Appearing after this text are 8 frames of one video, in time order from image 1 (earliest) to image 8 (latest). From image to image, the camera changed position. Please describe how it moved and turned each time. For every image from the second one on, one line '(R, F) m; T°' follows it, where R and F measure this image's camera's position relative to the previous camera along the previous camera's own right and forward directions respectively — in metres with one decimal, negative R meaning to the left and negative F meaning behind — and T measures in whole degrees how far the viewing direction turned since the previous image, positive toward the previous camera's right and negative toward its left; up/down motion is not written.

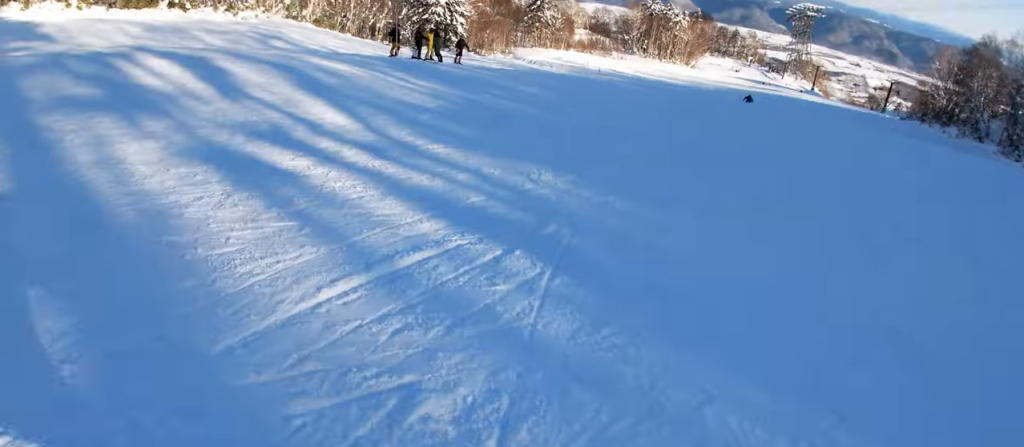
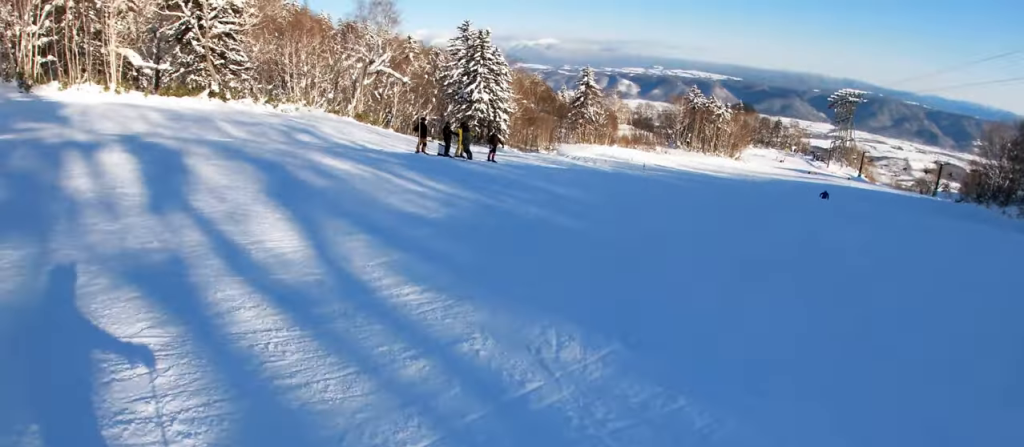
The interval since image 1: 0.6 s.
(+0.3, +3.3) m; -9°
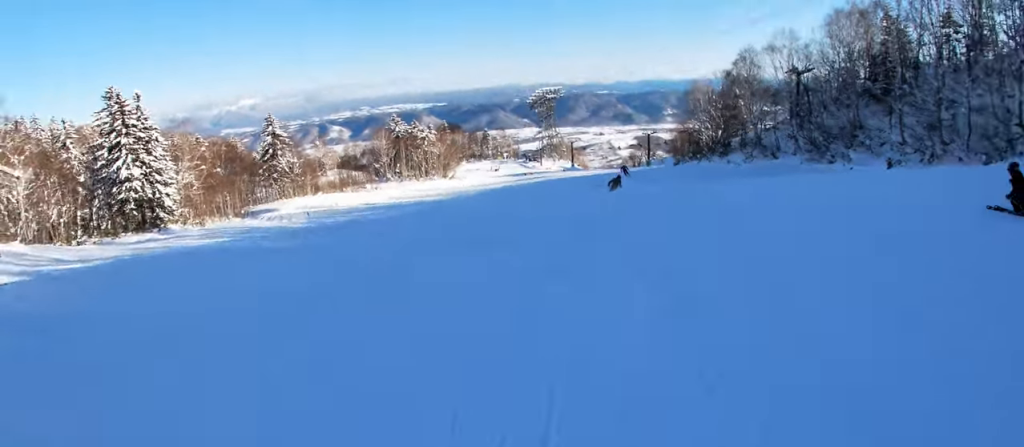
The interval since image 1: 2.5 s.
(+0.6, +11.6) m; +23°
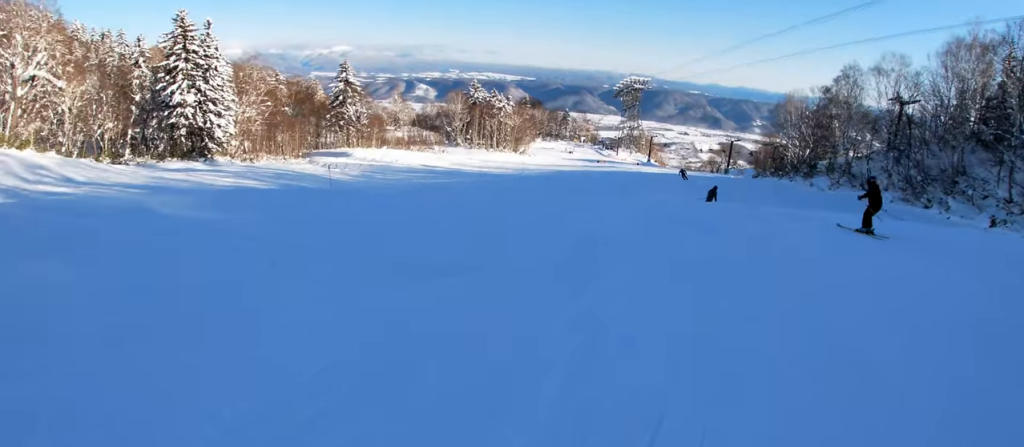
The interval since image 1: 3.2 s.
(+0.3, +4.6) m; -7°
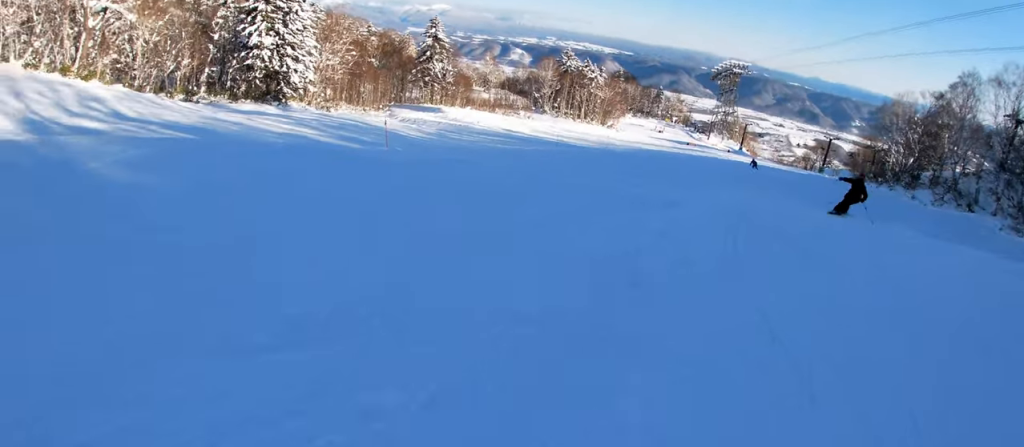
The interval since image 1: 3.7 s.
(+0.1, +3.1) m; -6°
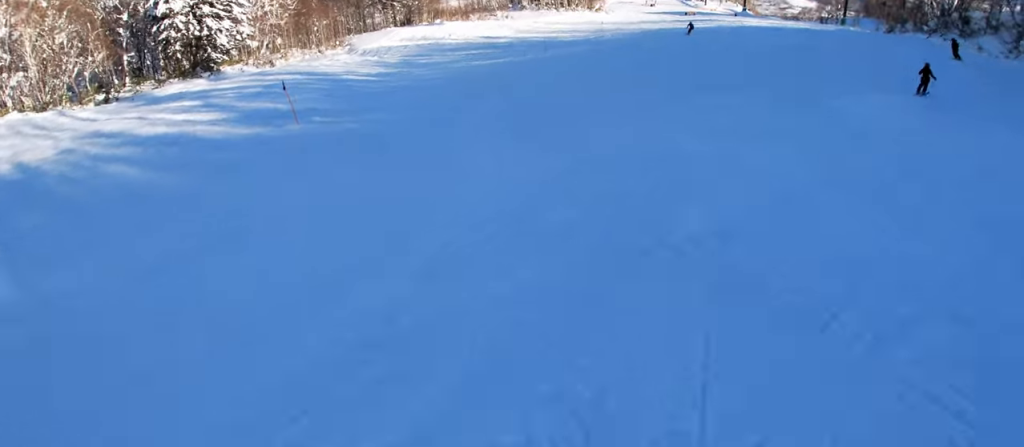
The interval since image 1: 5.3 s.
(-1.4, +9.9) m; +1°
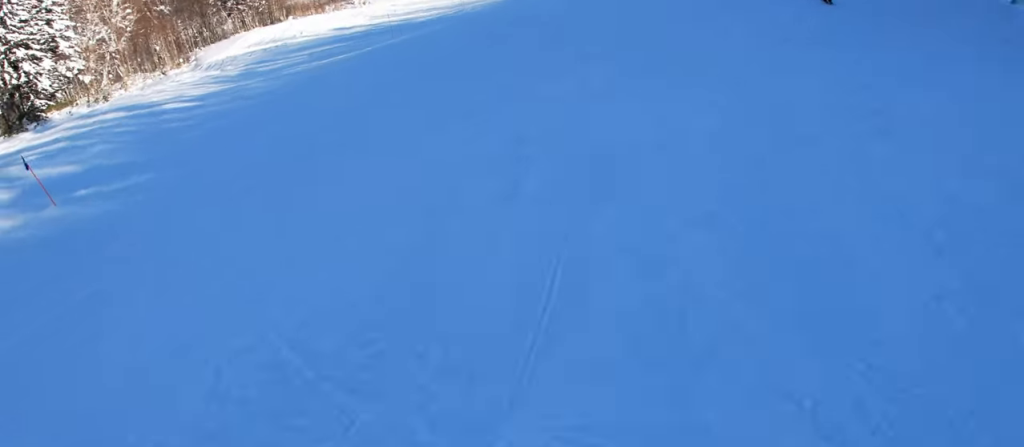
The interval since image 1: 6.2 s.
(+0.4, +5.2) m; +4°
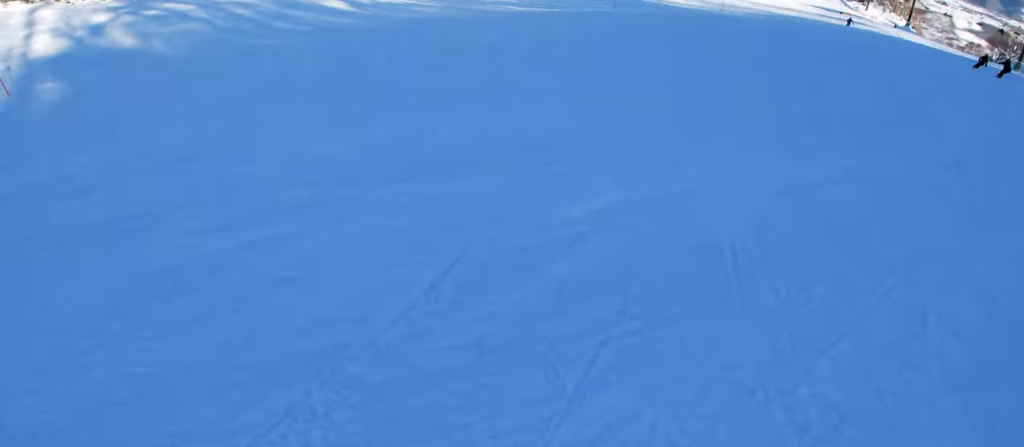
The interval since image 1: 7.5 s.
(+0.1, +8.3) m; -16°
